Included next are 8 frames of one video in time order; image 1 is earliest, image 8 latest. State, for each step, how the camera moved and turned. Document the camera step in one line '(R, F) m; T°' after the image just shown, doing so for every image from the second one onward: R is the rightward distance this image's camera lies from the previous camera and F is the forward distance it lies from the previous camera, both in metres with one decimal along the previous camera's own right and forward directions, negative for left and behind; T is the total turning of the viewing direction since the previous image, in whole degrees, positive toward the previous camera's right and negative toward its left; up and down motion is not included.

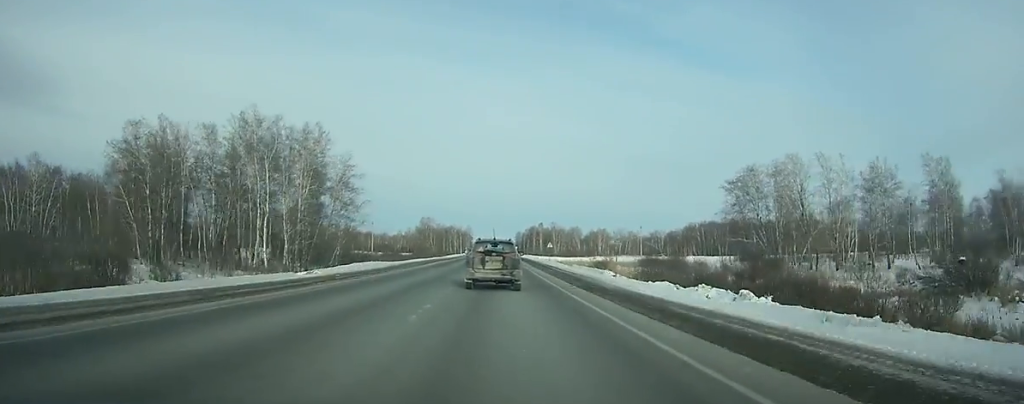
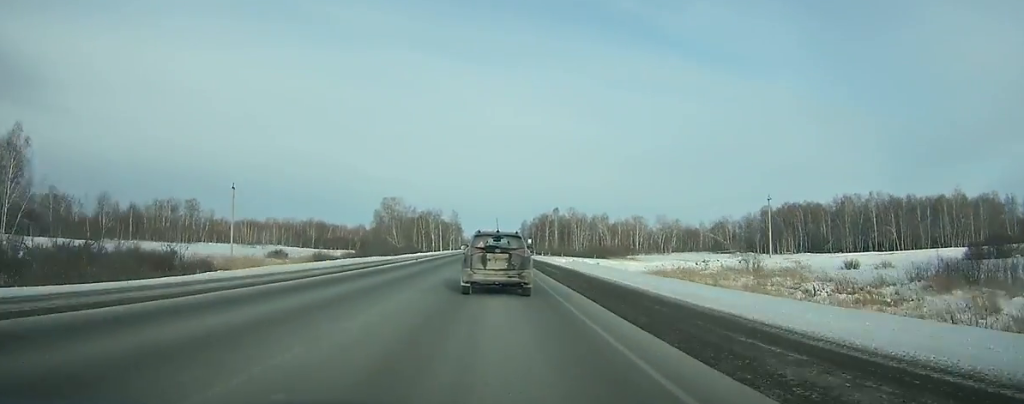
(+0.6, +119.6) m; 0°
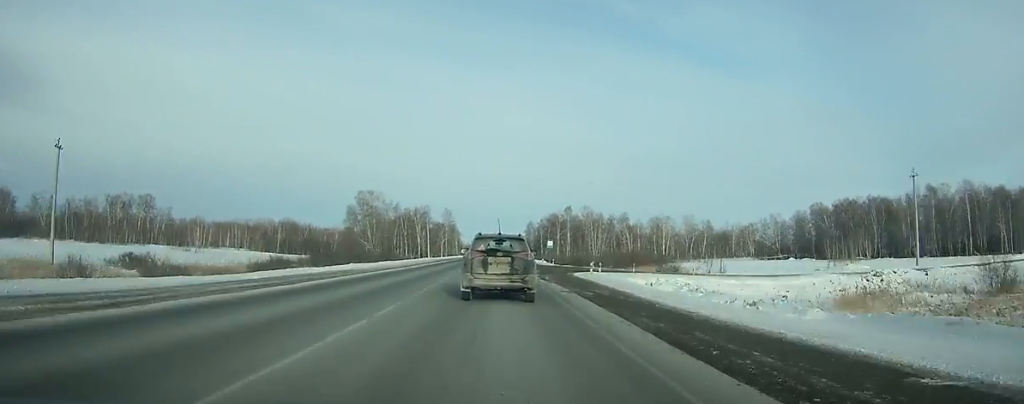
(-0.1, +47.6) m; 0°
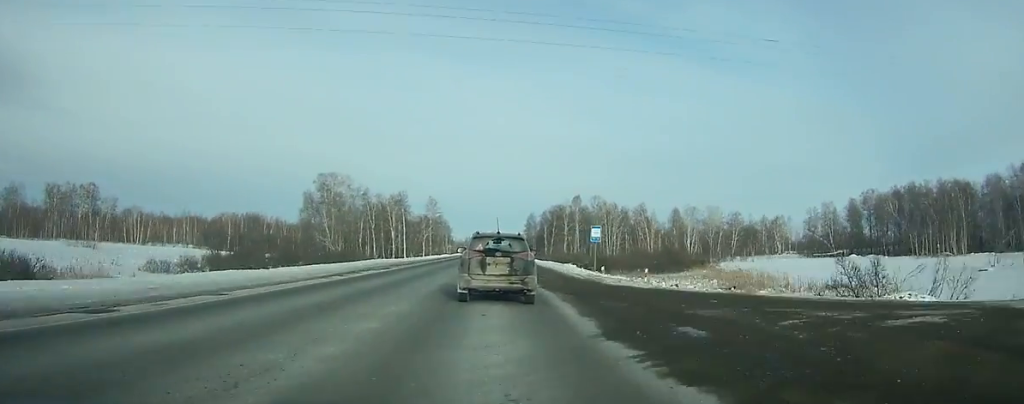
(-0.1, +42.3) m; 0°
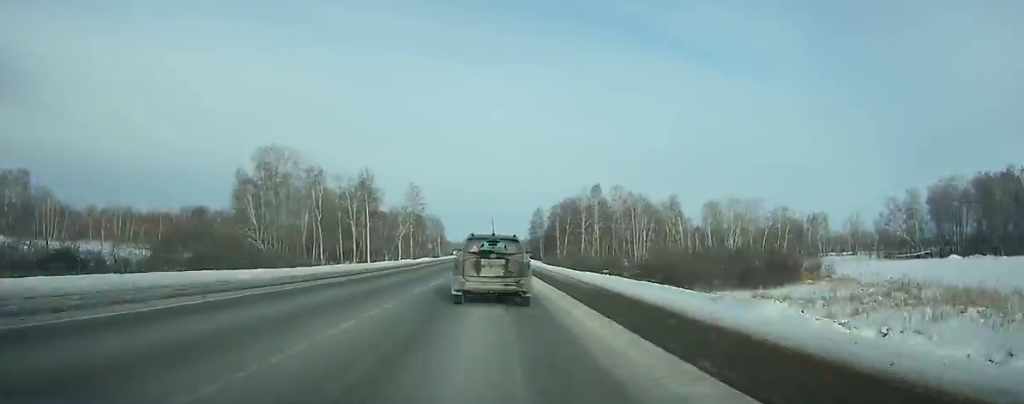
(+0.1, +44.0) m; 0°
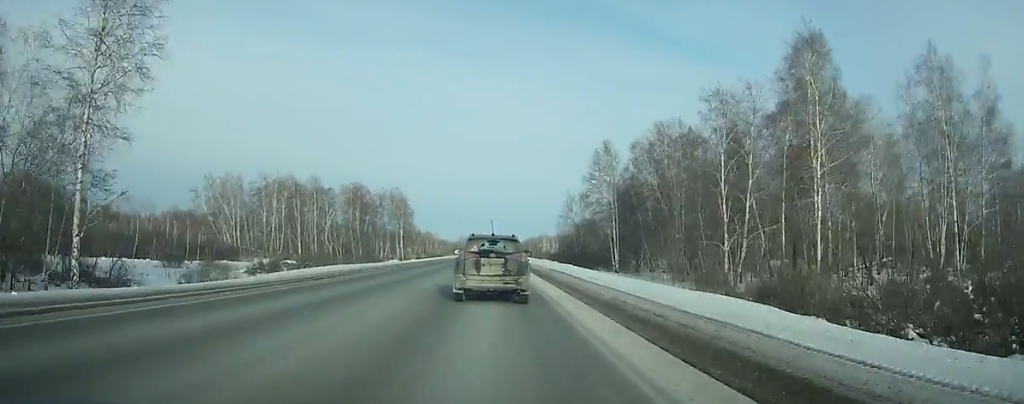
(+0.1, +124.0) m; 0°
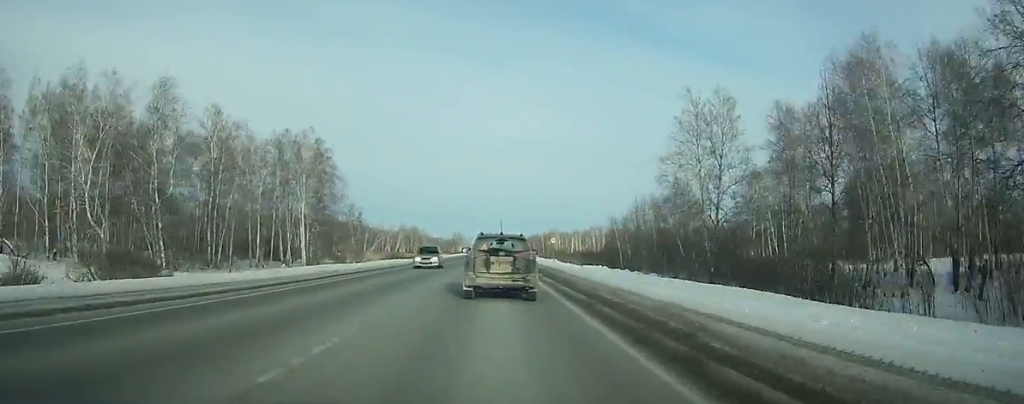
(-0.2, +88.9) m; 0°
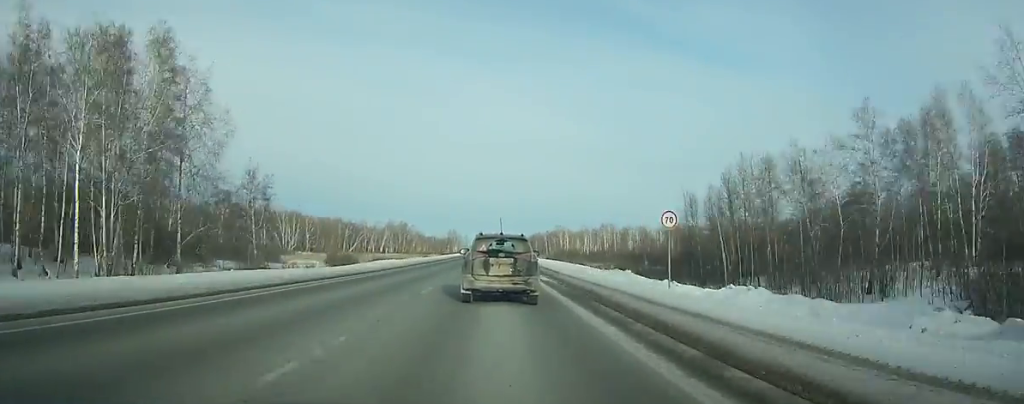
(+0.1, +47.8) m; 0°
